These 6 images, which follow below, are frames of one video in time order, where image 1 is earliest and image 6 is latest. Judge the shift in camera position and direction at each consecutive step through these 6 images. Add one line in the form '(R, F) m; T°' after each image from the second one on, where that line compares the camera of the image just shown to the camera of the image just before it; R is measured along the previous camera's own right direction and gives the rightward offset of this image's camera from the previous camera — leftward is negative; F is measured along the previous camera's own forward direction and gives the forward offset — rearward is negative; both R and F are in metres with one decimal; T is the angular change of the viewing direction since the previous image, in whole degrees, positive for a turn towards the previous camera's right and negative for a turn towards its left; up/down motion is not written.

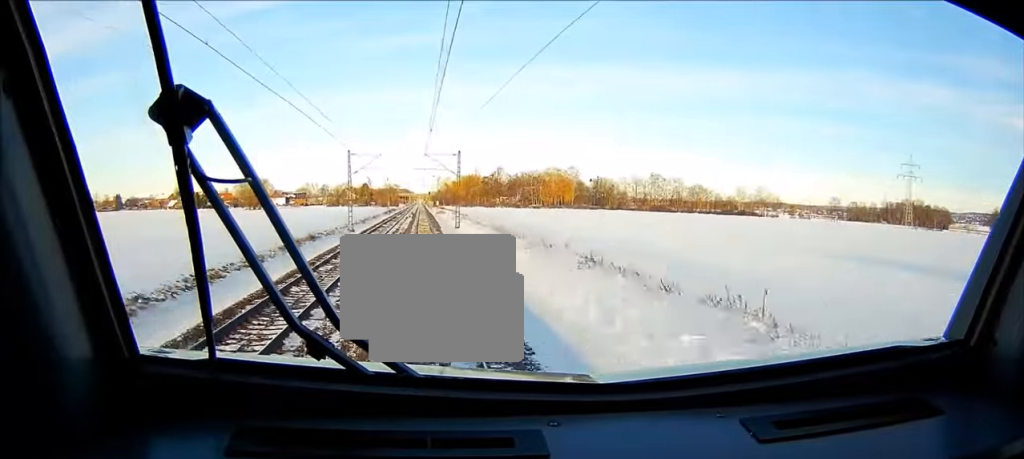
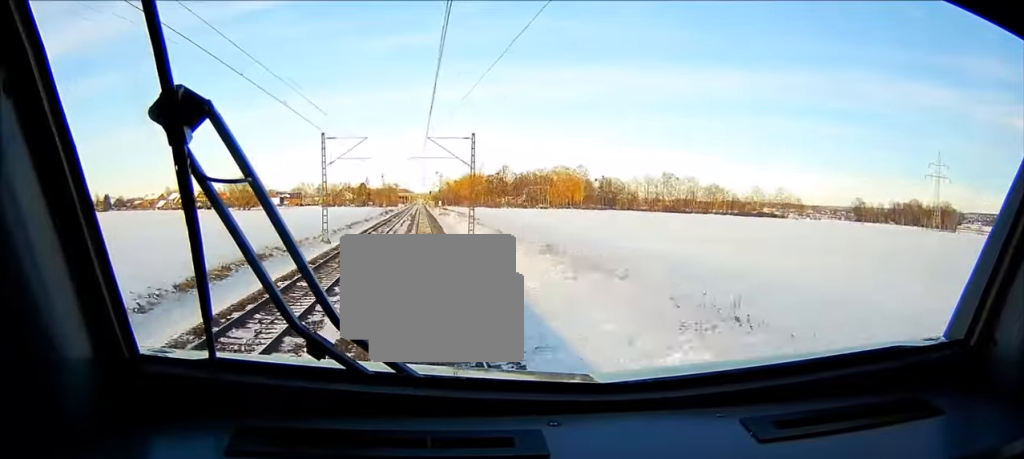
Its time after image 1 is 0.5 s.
(0.0, +18.1) m; 0°
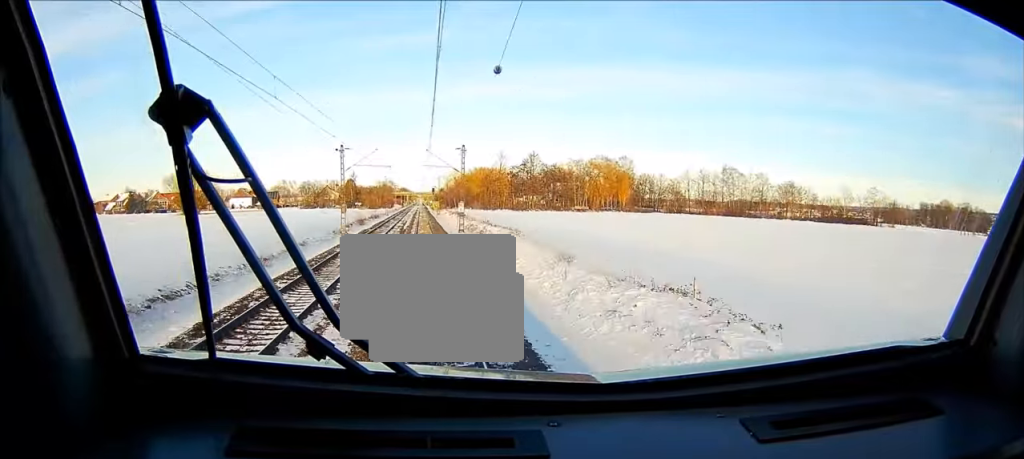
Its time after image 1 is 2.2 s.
(0.0, +68.5) m; 0°
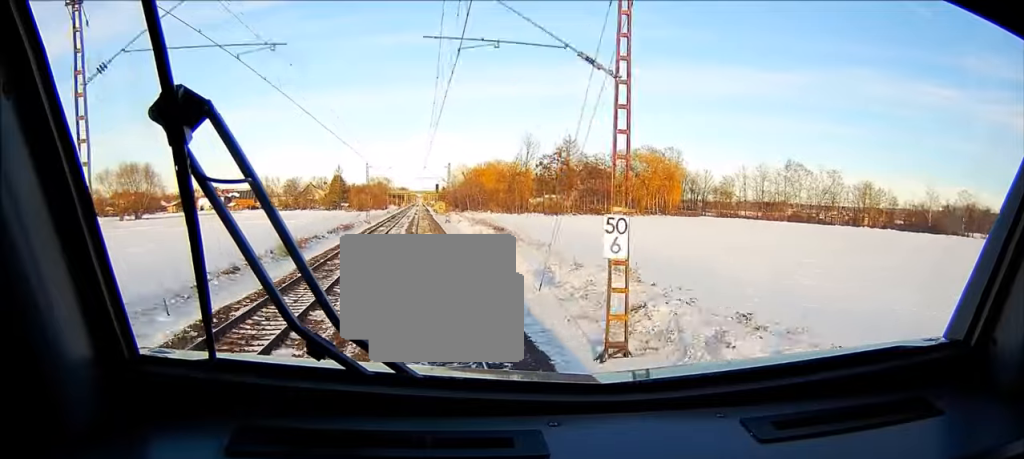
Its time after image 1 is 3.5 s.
(+0.1, +50.5) m; 0°
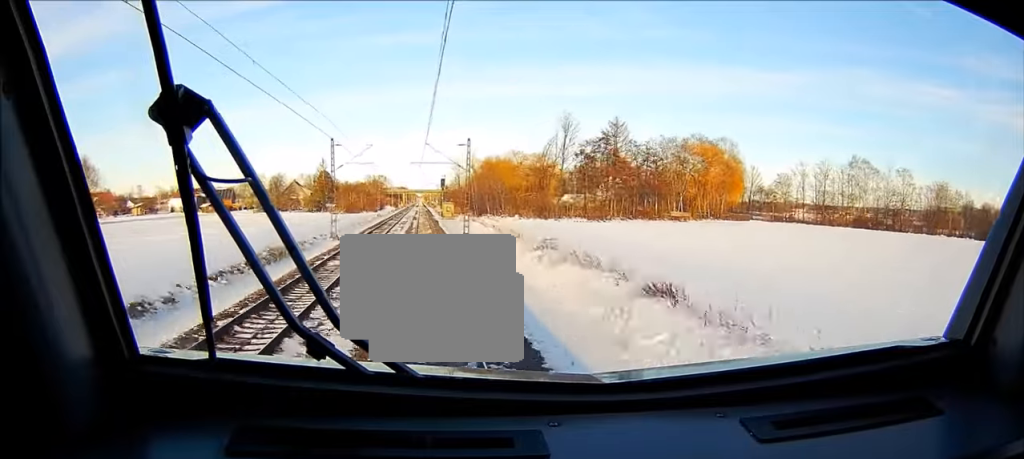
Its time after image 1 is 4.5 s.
(-0.1, +37.5) m; 0°
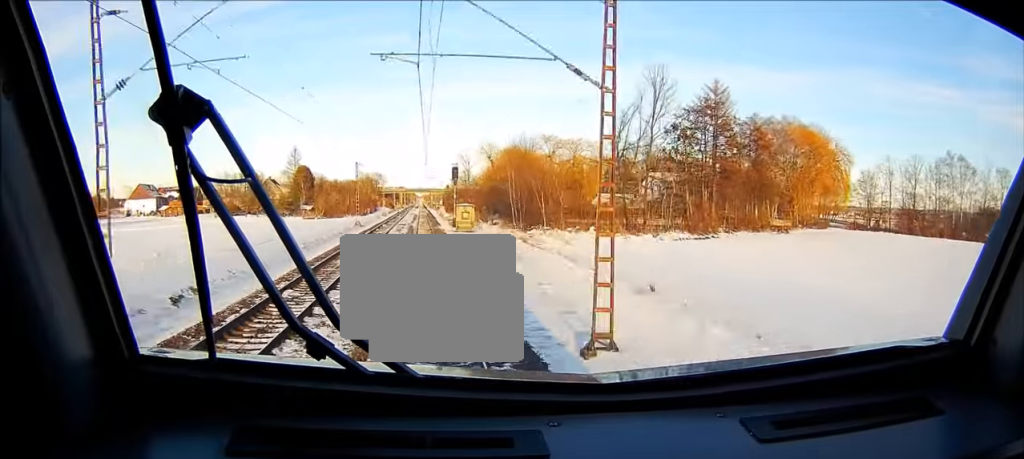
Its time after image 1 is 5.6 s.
(+0.1, +41.4) m; 0°
